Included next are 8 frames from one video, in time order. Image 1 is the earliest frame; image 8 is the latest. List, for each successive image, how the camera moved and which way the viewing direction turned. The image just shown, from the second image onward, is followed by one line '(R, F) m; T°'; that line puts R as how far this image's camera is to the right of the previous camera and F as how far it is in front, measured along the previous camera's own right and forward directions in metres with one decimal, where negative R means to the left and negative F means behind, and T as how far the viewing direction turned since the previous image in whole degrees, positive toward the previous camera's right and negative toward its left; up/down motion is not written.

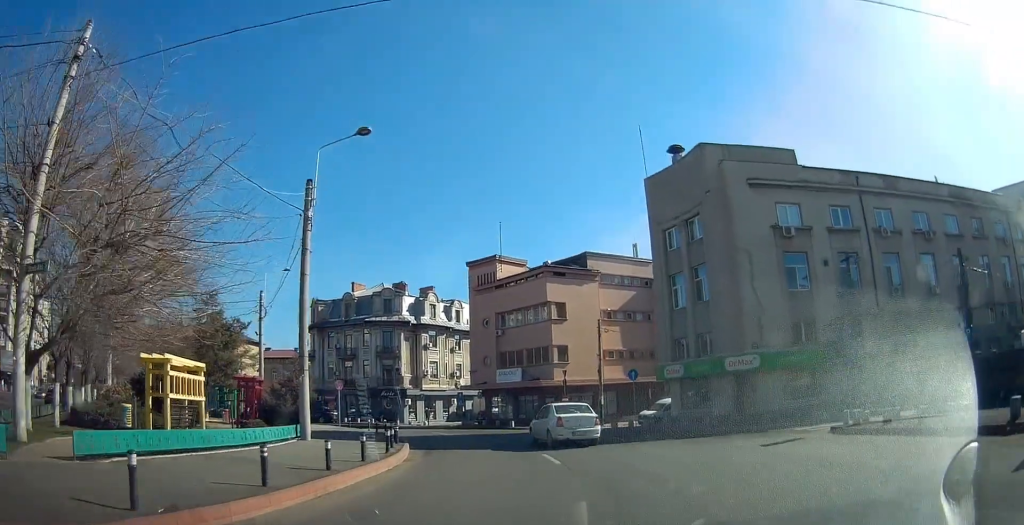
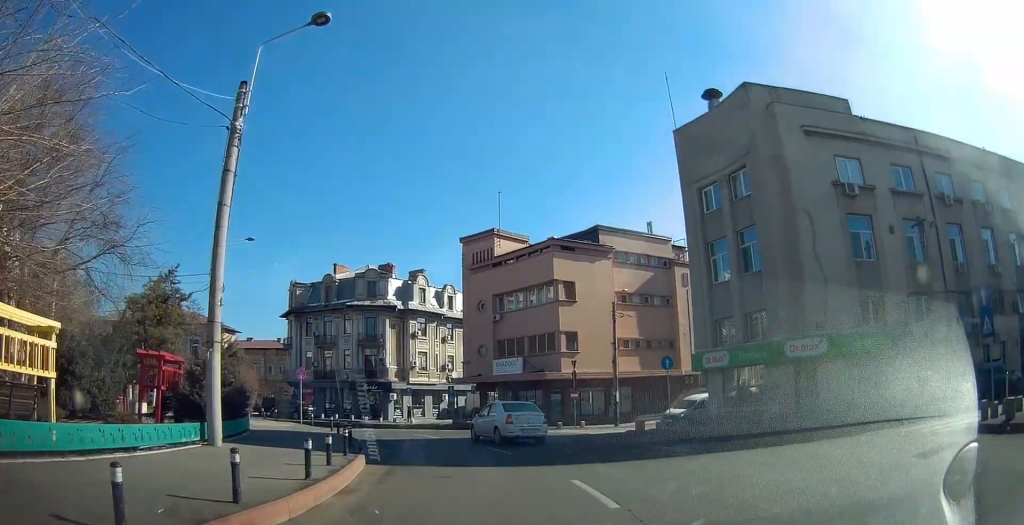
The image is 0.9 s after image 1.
(-0.1, +6.8) m; -12°
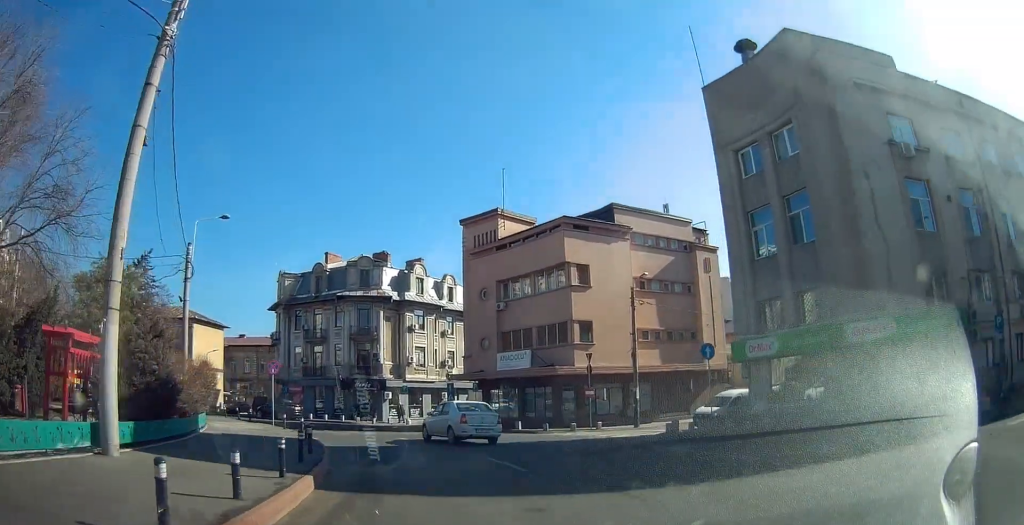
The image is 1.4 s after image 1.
(-0.5, +4.6) m; -12°
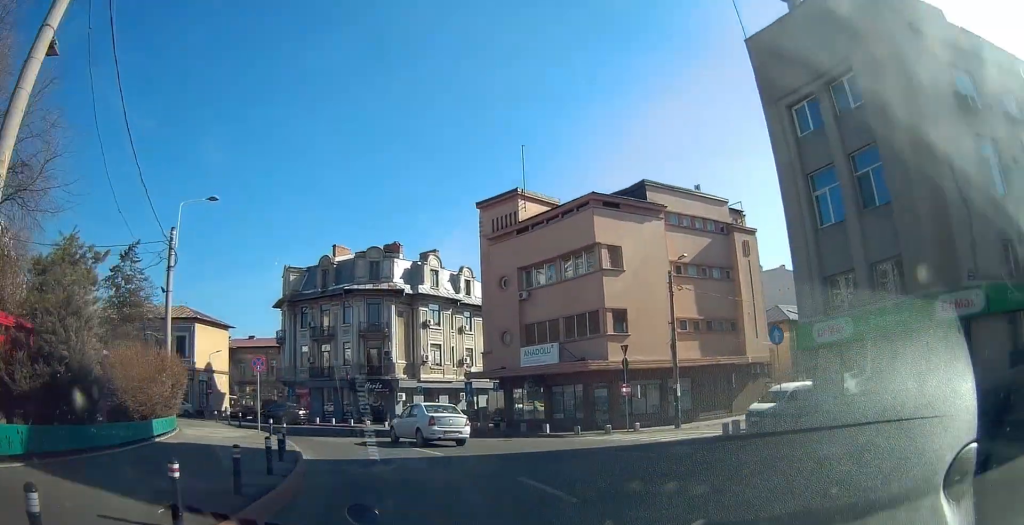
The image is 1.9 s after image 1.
(-0.5, +4.0) m; -7°
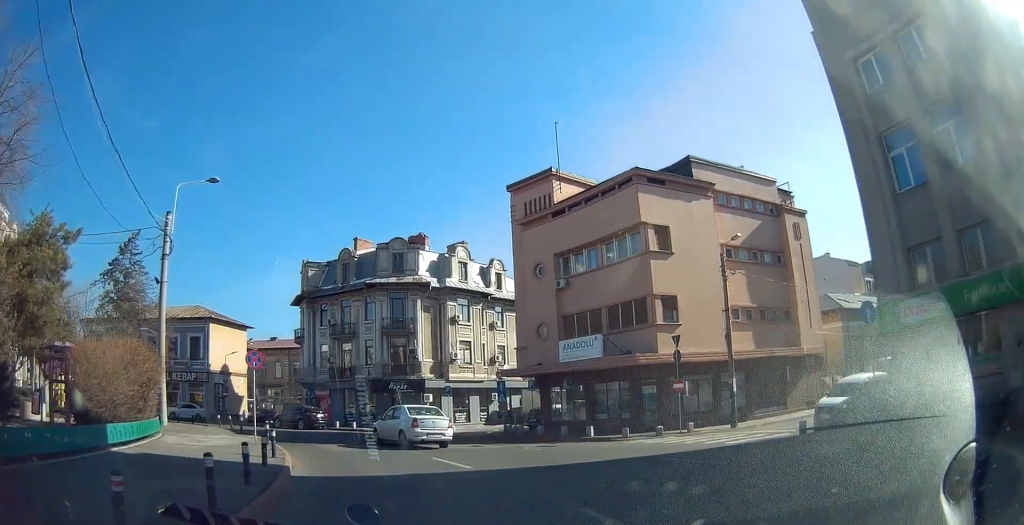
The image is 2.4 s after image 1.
(-0.4, +3.6) m; -4°
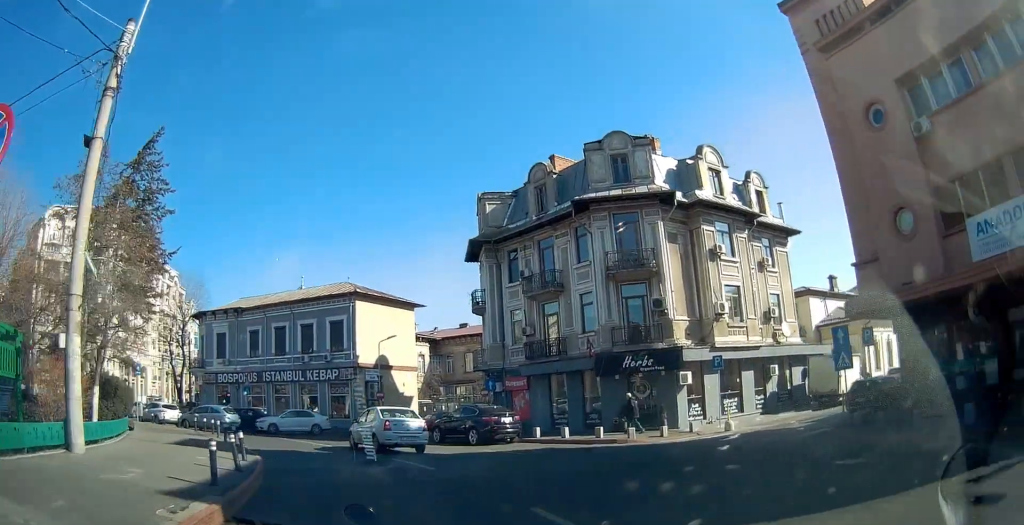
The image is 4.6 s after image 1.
(-1.0, +17.7) m; -18°
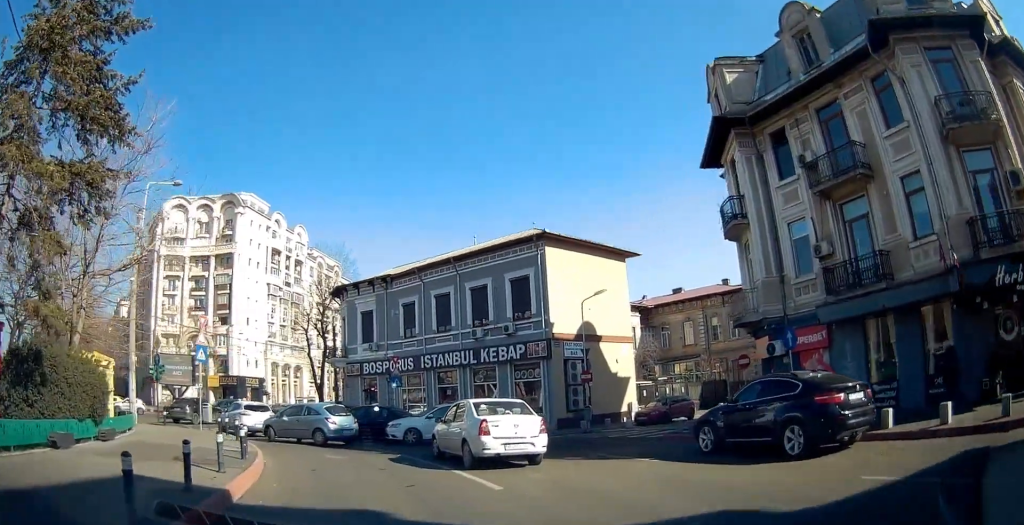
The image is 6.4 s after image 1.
(-3.2, +12.6) m; -19°
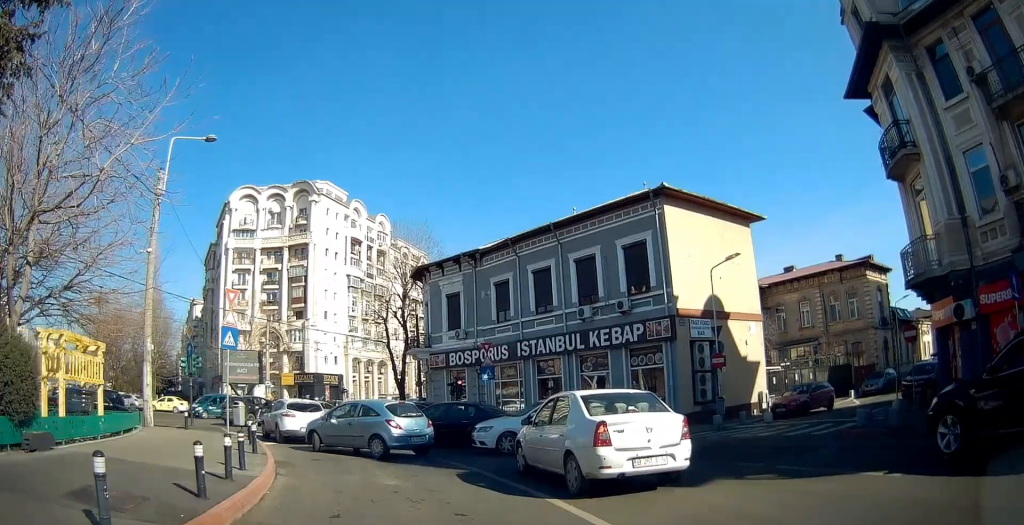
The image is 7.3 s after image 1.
(-0.5, +6.0) m; -7°
